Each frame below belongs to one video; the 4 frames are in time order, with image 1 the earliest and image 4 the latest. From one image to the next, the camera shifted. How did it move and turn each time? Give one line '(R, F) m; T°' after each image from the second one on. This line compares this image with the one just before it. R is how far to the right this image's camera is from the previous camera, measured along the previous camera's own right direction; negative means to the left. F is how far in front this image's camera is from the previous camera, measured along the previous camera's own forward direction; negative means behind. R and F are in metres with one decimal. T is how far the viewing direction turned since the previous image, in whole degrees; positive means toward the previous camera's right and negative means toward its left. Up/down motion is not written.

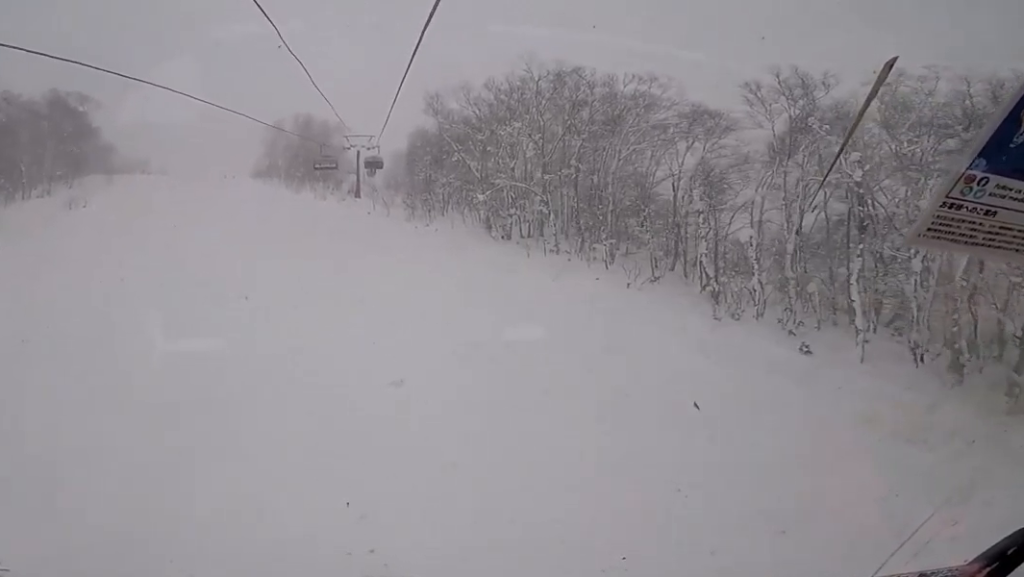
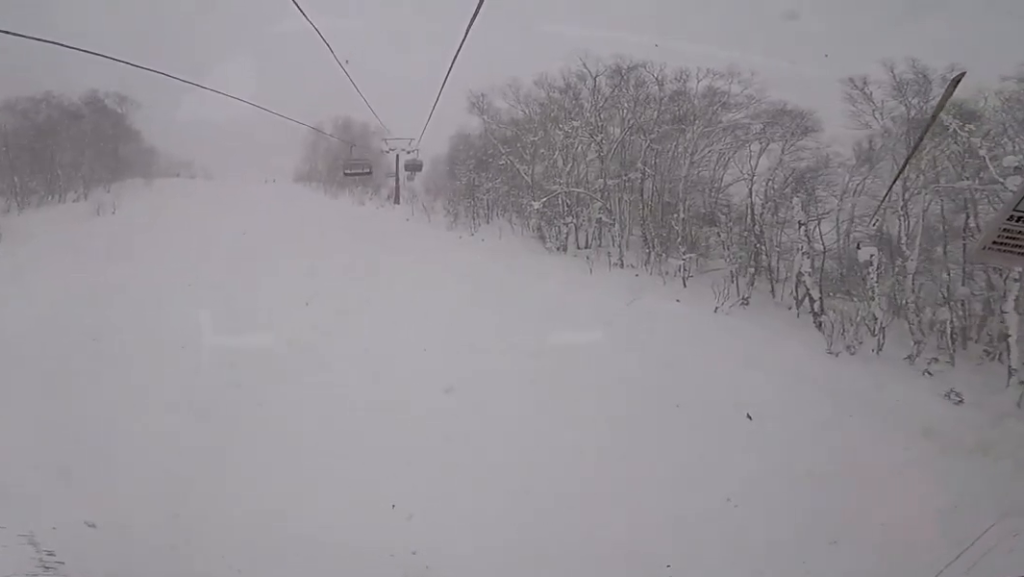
(-0.2, +4.1) m; +3°
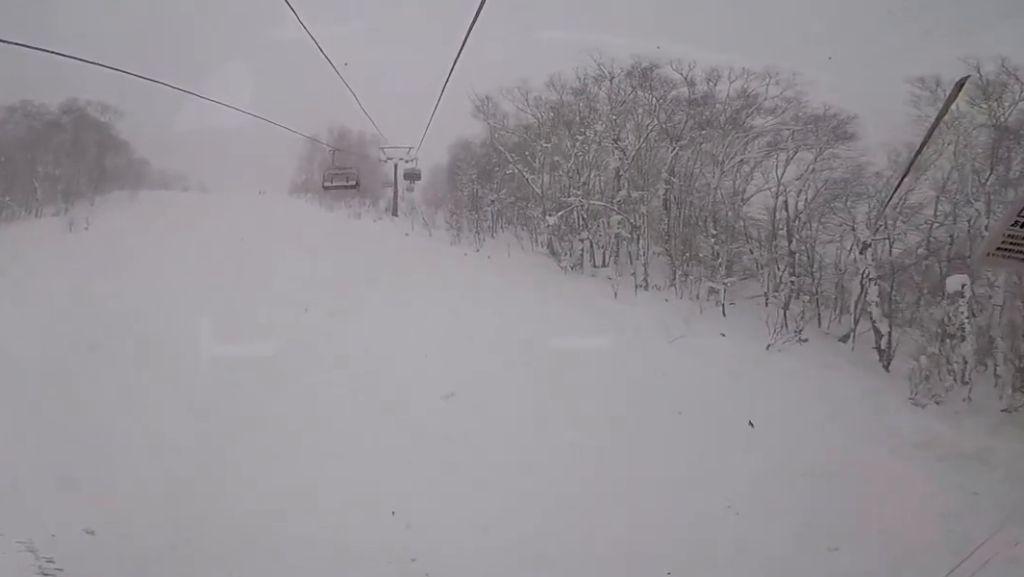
(+0.4, +4.1) m; +3°
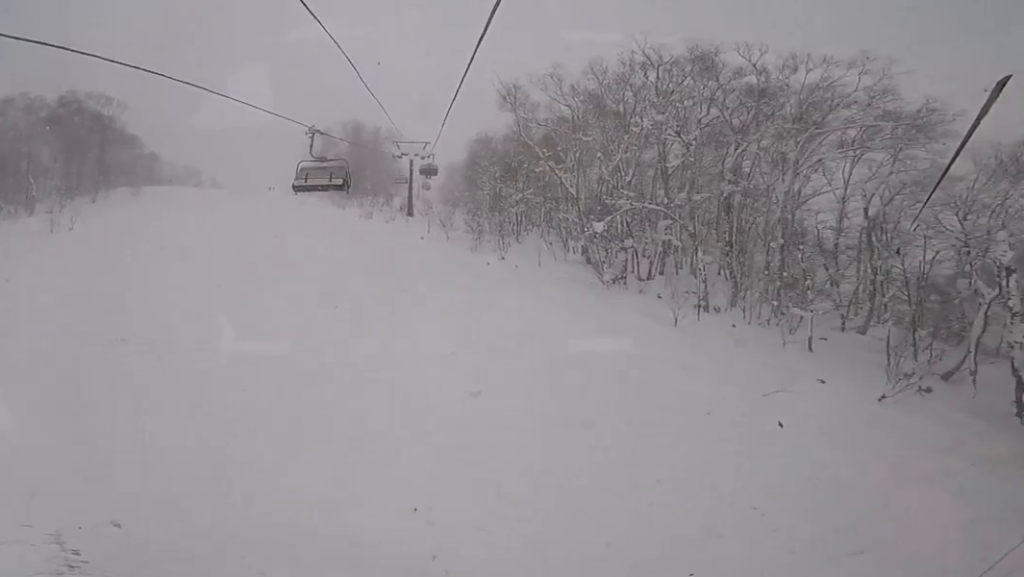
(-0.2, +5.0) m; -6°
